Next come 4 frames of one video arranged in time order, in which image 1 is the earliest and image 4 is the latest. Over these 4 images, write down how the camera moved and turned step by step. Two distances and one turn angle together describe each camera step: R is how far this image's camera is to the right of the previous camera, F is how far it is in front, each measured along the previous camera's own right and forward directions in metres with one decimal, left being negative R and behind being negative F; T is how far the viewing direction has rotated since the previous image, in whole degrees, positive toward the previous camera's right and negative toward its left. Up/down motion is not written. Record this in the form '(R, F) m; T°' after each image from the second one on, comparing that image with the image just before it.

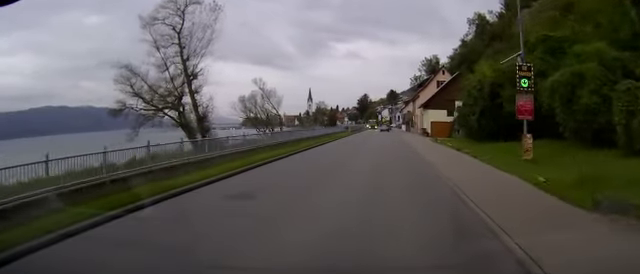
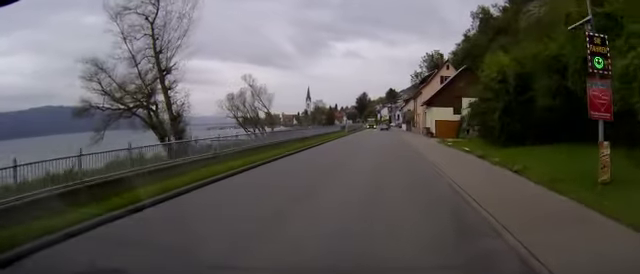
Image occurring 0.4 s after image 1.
(0.0, +5.7) m; 0°
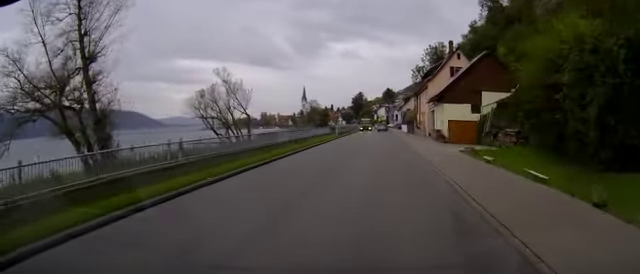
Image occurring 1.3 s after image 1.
(+0.1, +11.4) m; 0°
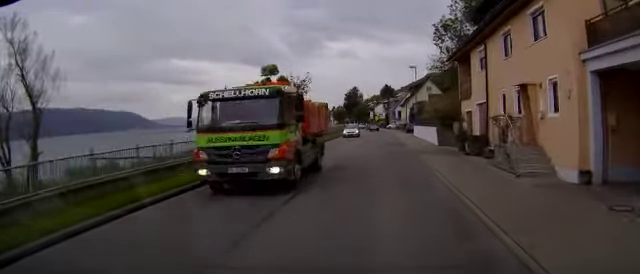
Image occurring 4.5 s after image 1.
(+0.1, +41.2) m; 0°
